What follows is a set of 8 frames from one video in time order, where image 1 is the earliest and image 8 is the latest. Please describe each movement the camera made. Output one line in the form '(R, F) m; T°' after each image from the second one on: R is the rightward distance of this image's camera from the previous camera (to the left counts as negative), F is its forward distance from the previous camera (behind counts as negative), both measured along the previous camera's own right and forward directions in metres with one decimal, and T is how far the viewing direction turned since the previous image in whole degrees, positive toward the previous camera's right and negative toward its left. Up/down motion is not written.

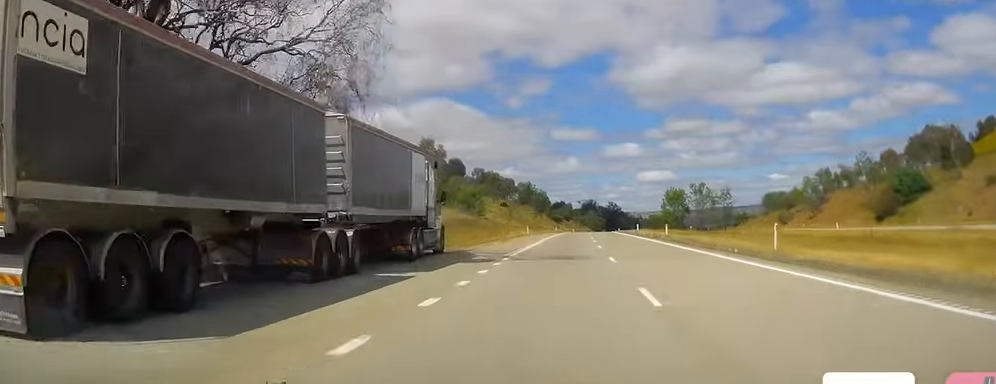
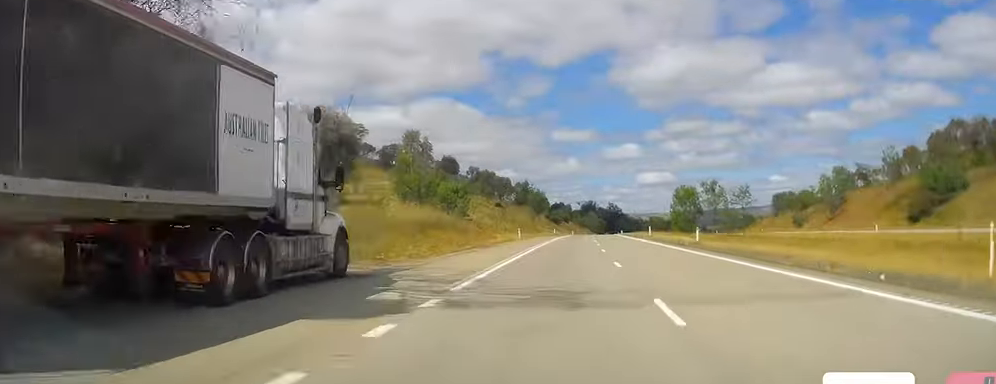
(0.0, +13.6) m; 0°
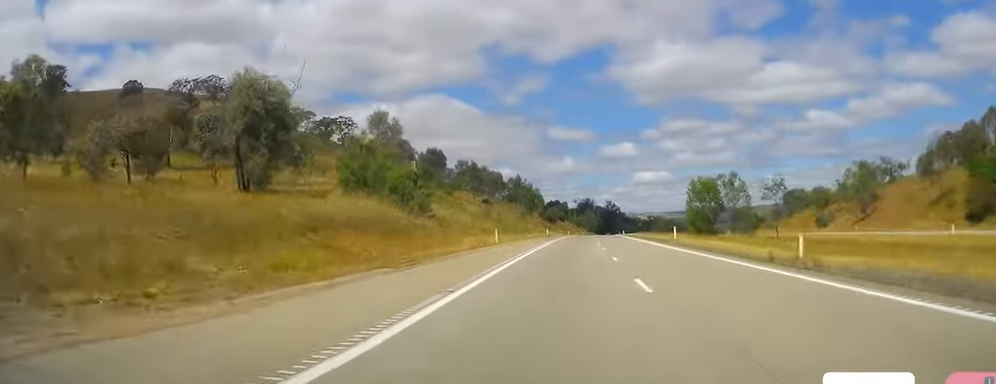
(-0.4, +19.4) m; 0°
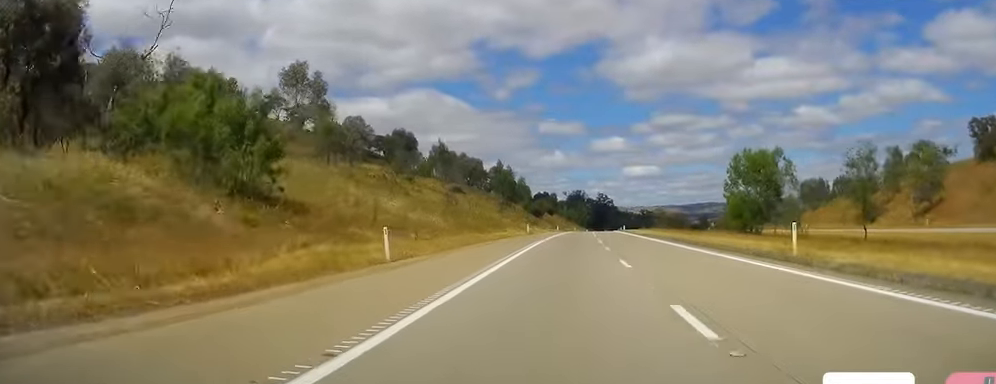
(+0.3, +30.1) m; +1°
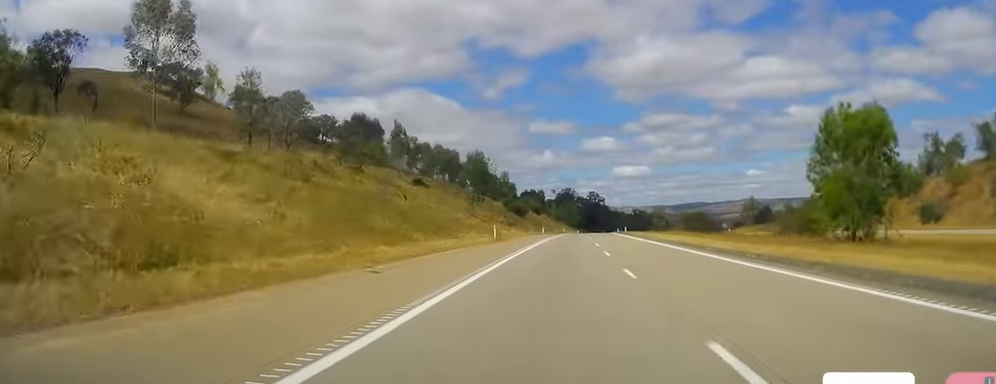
(0.0, +27.2) m; +1°
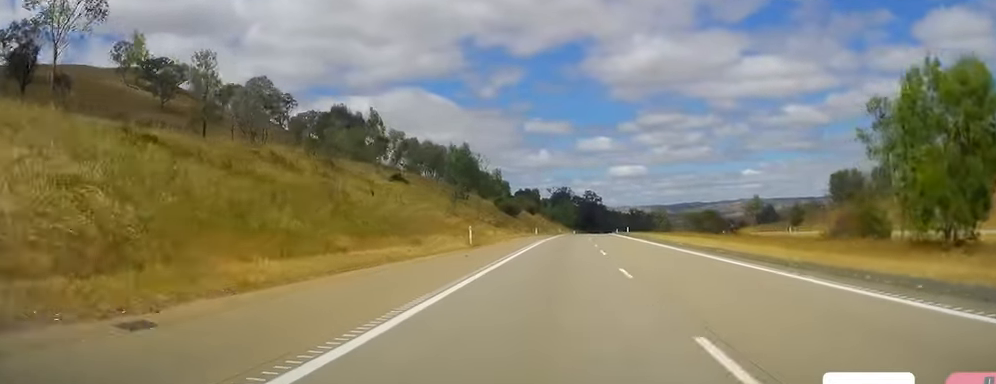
(+0.1, +11.7) m; 0°
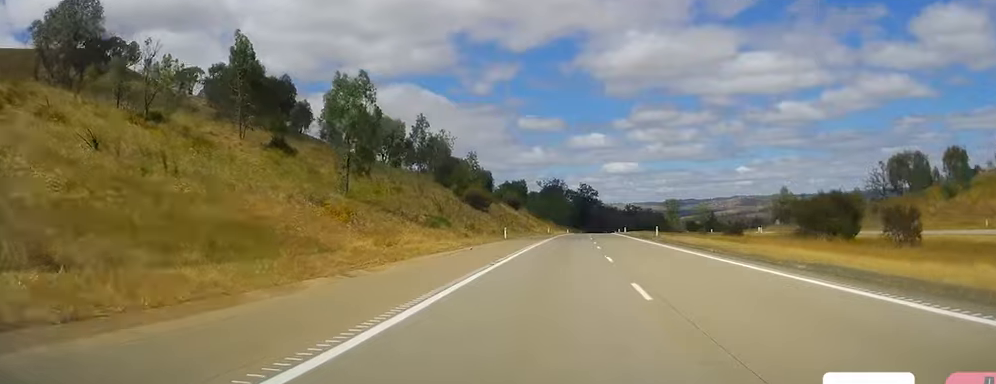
(+0.3, +41.0) m; +1°
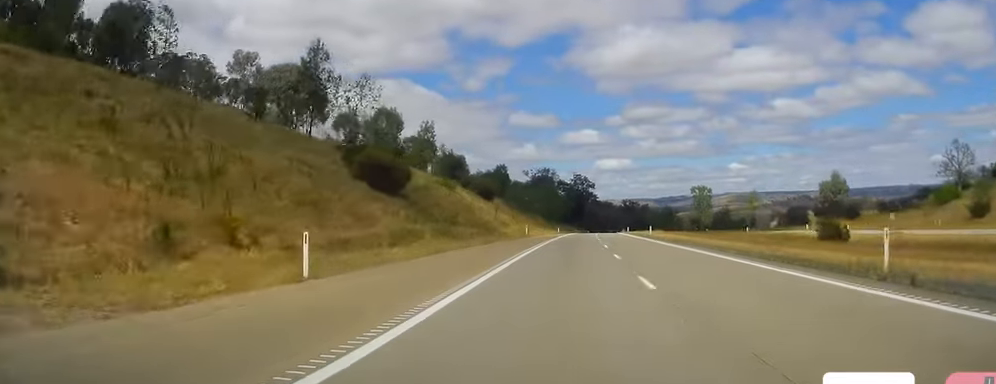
(+0.4, +46.7) m; +1°
